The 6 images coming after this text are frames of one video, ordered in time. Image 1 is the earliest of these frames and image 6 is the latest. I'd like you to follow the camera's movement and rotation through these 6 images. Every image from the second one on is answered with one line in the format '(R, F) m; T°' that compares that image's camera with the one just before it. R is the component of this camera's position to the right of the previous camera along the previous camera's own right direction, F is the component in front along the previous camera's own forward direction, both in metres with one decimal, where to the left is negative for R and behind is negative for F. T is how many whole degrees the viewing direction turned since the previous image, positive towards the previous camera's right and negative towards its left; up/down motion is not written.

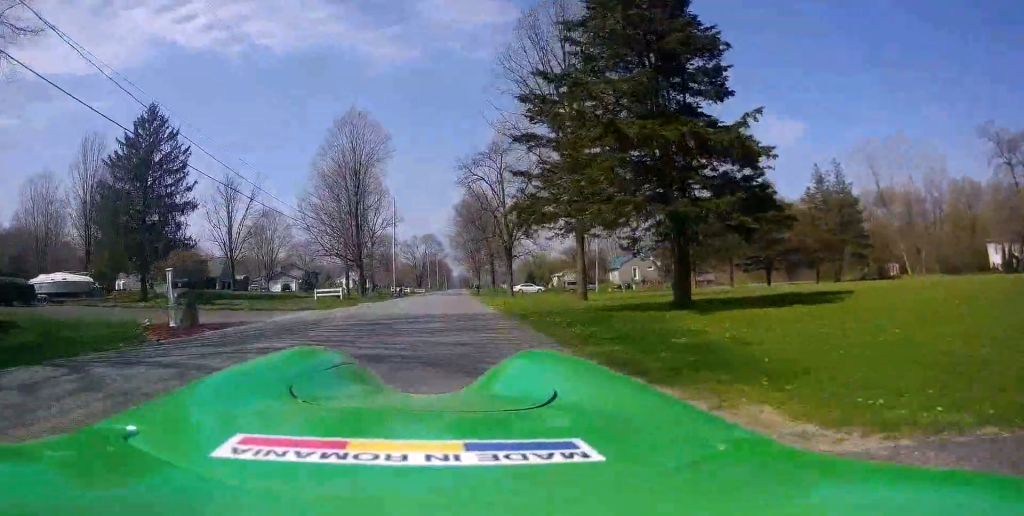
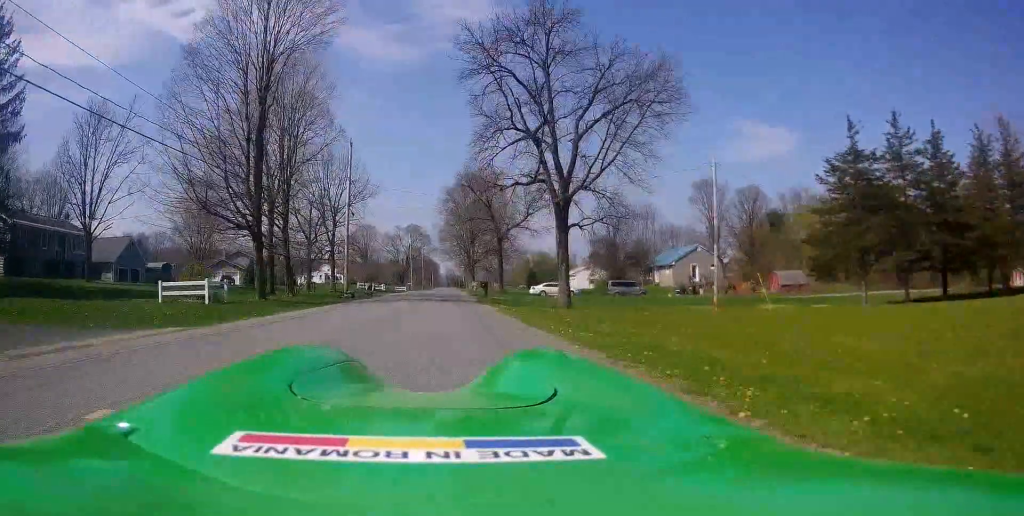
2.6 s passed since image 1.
(+4.2, +25.2) m; +17°
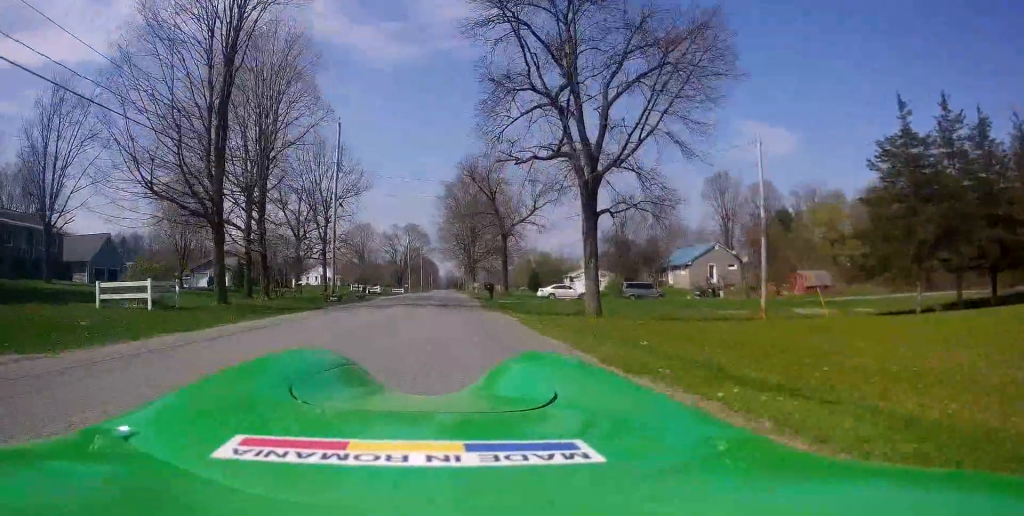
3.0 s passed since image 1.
(-0.5, +5.1) m; -4°
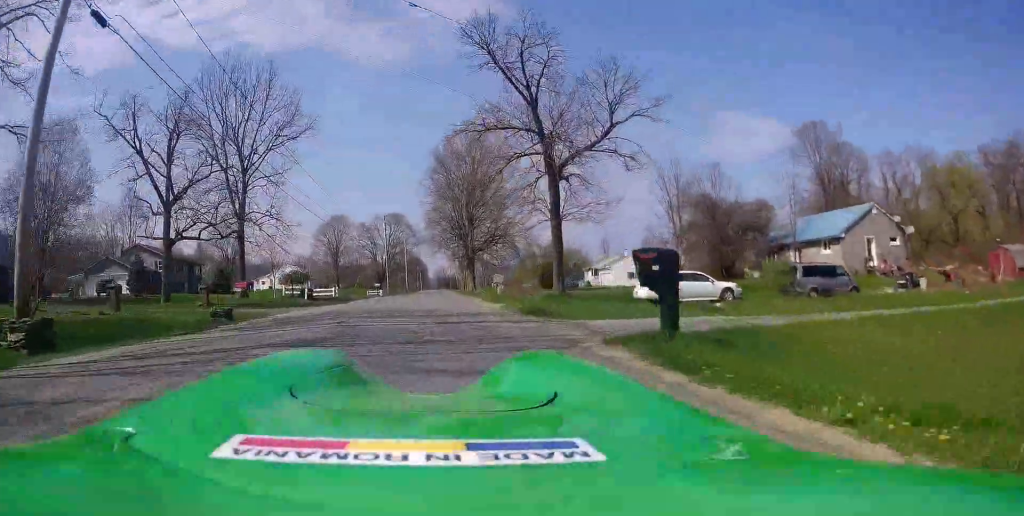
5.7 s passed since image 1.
(-1.9, +31.6) m; -4°
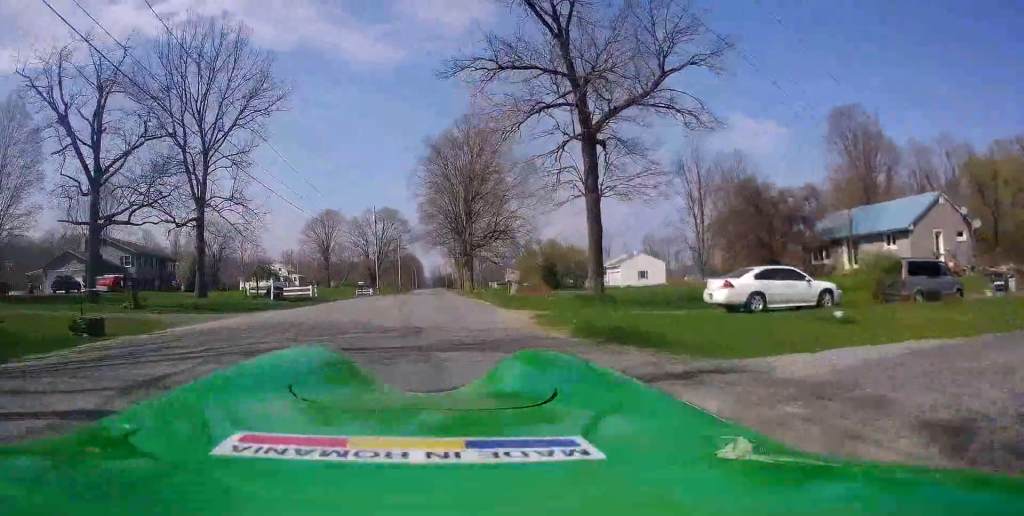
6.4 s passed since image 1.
(0.0, +8.1) m; +1°
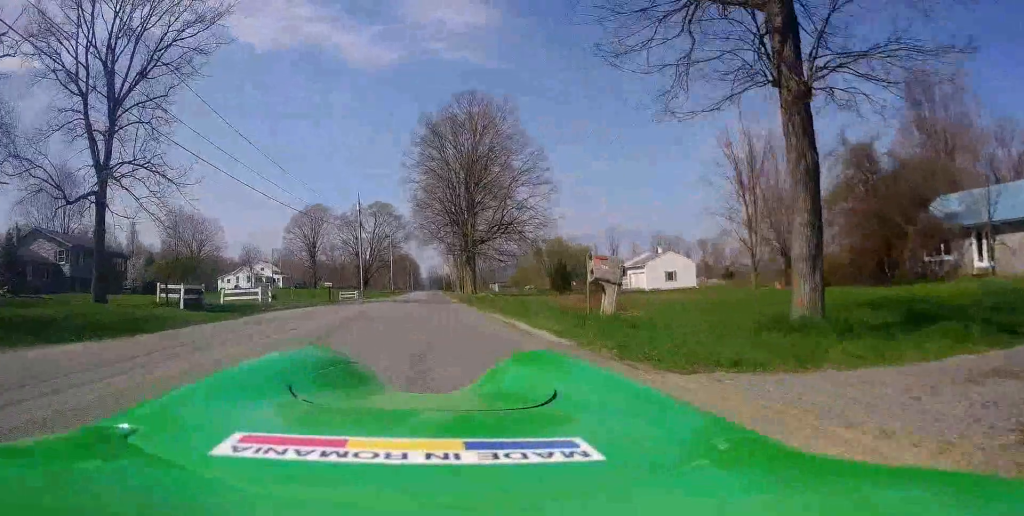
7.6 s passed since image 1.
(+0.2, +13.1) m; -1°
